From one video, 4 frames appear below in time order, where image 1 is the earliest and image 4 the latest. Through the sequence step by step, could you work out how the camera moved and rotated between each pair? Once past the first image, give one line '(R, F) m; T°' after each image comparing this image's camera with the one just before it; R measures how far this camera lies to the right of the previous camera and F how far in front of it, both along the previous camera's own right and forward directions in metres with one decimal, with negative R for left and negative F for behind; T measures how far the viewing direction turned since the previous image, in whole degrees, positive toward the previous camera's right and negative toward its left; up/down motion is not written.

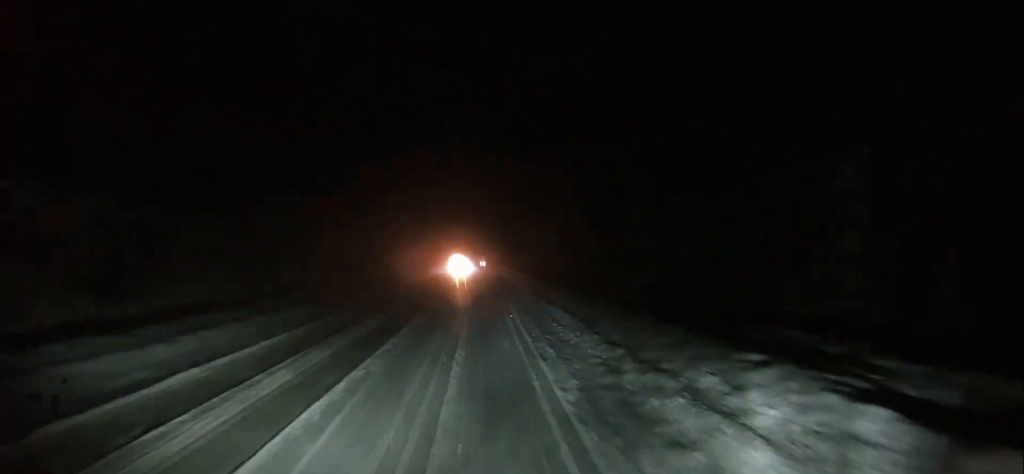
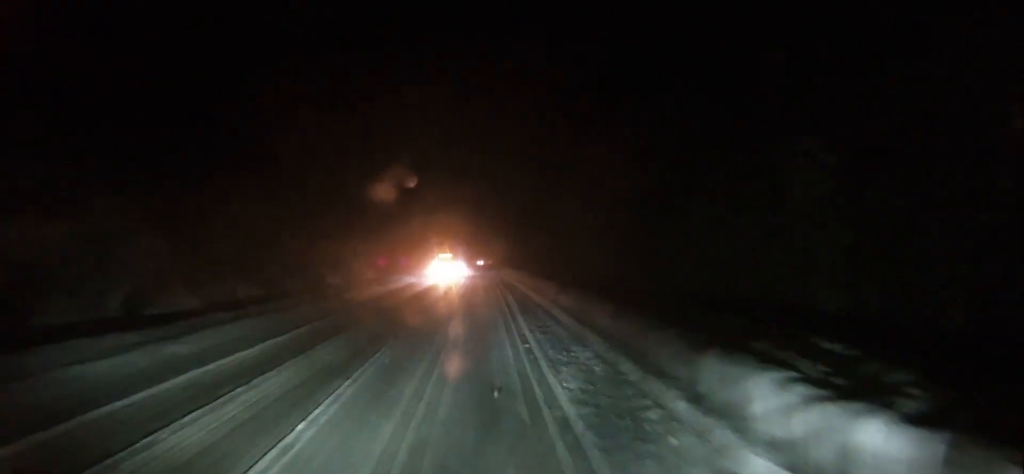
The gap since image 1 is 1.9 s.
(0.0, +23.4) m; +2°
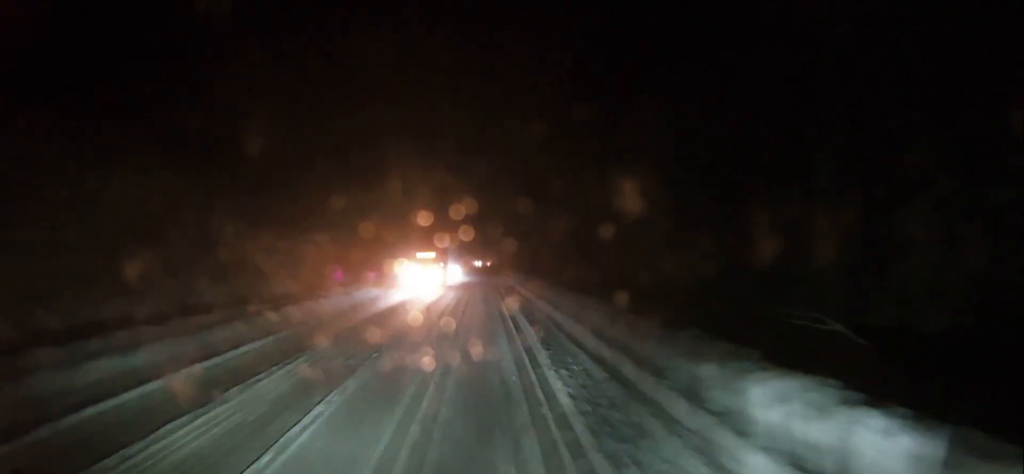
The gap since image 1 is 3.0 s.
(+0.2, +13.6) m; +1°
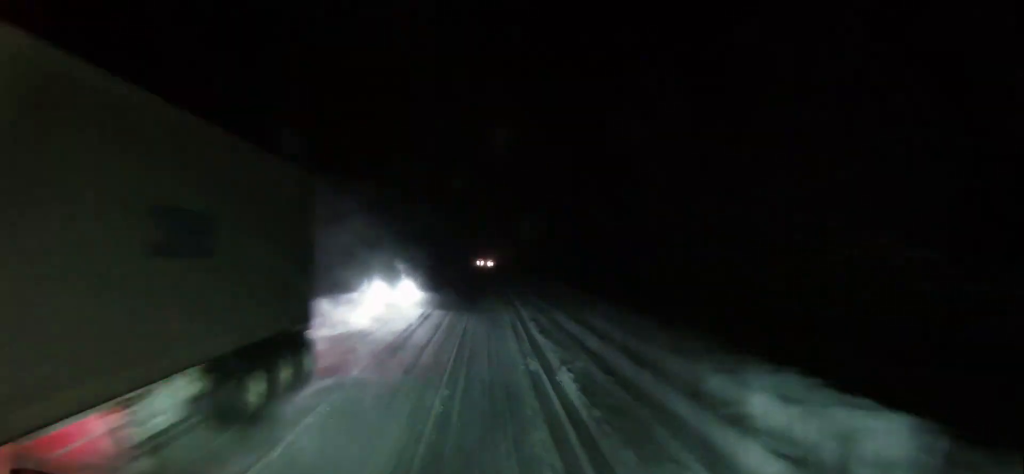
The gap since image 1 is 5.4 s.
(-1.4, +29.5) m; -3°
